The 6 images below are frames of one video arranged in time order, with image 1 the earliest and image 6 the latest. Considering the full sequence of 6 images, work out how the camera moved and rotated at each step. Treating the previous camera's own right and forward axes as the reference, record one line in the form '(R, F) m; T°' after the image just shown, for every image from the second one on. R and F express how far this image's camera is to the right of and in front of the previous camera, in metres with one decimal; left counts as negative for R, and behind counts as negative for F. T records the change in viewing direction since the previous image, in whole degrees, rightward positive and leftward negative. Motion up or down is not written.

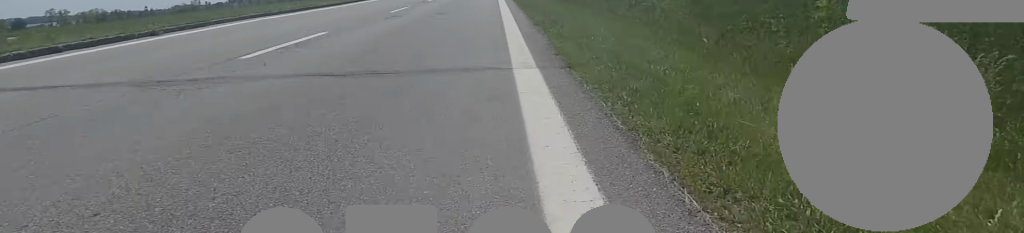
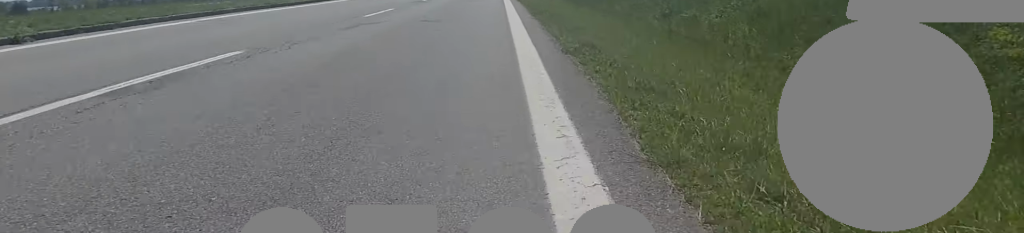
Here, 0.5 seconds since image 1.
(+0.2, +3.3) m; -3°
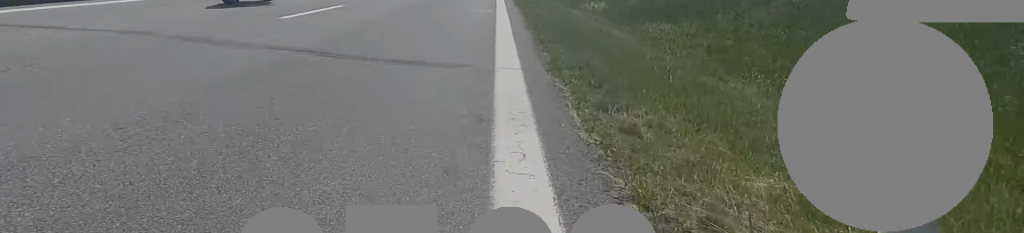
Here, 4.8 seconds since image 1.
(+0.8, +32.1) m; +1°
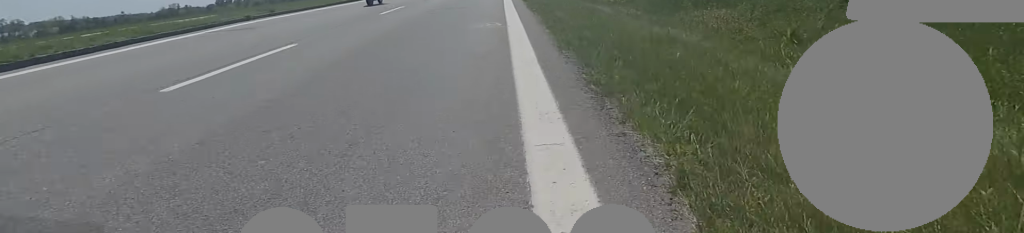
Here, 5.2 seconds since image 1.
(+0.3, +3.4) m; 0°
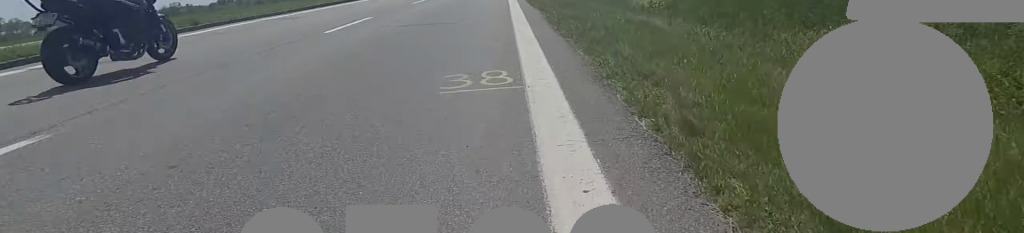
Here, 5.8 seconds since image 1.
(-0.1, +5.0) m; 0°
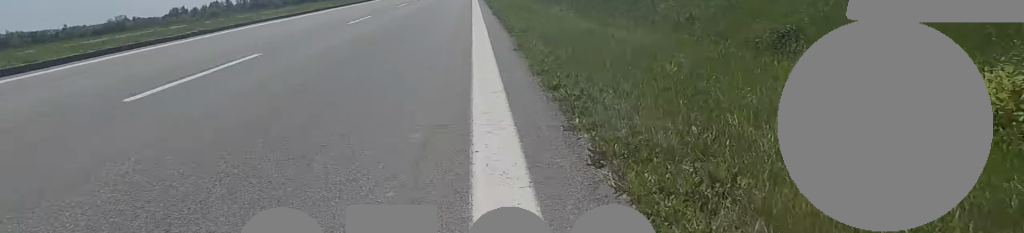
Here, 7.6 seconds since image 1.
(+0.1, +14.0) m; 0°
